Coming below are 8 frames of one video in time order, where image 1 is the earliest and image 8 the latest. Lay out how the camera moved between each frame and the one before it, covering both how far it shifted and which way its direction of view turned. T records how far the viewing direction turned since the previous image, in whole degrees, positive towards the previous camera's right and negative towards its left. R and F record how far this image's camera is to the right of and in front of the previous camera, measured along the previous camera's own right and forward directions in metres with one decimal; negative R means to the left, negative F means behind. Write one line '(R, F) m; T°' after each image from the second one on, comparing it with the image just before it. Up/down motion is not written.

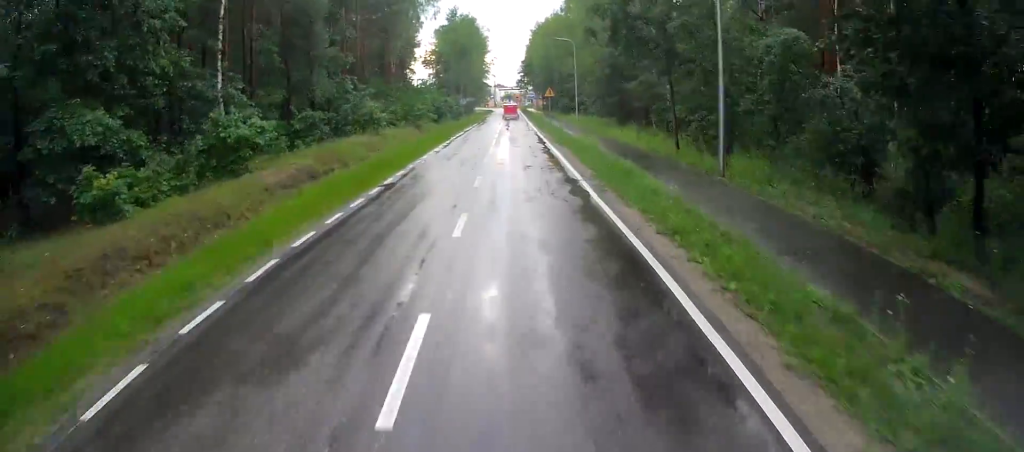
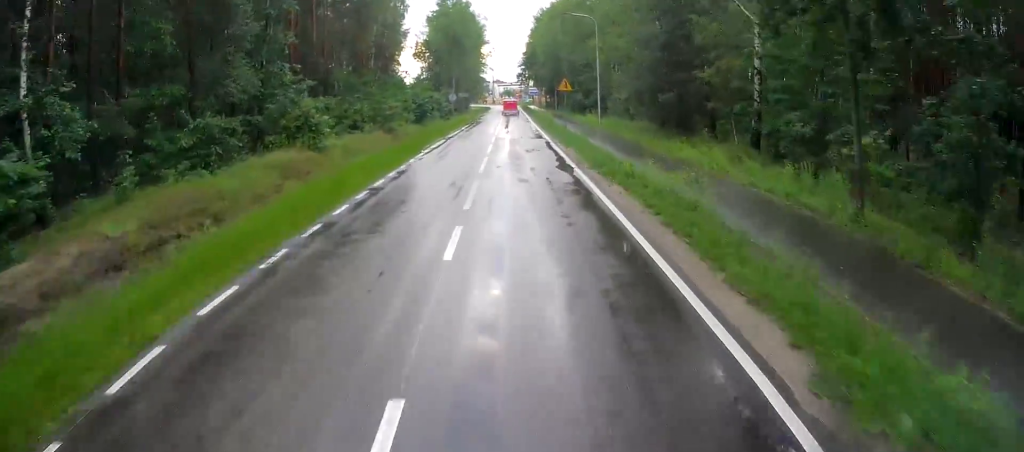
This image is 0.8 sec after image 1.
(-0.1, +13.7) m; -1°
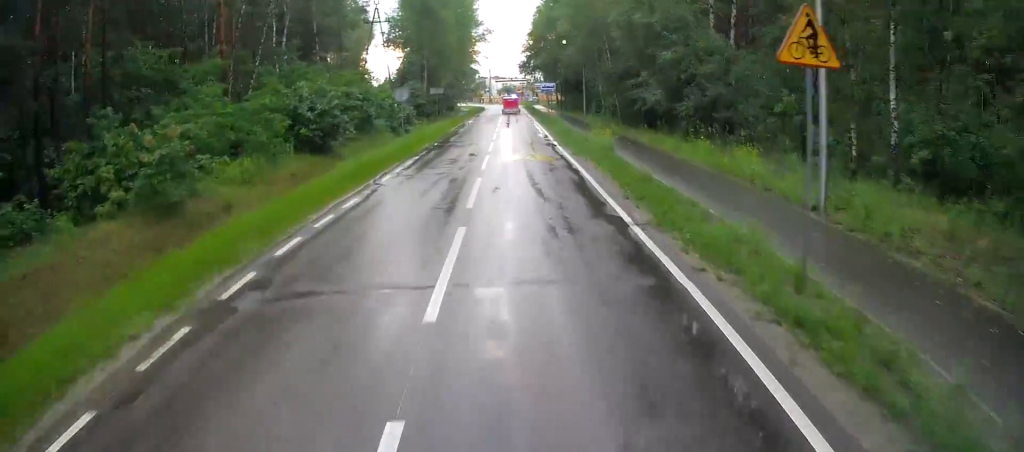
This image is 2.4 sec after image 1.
(-1.0, +29.6) m; -1°
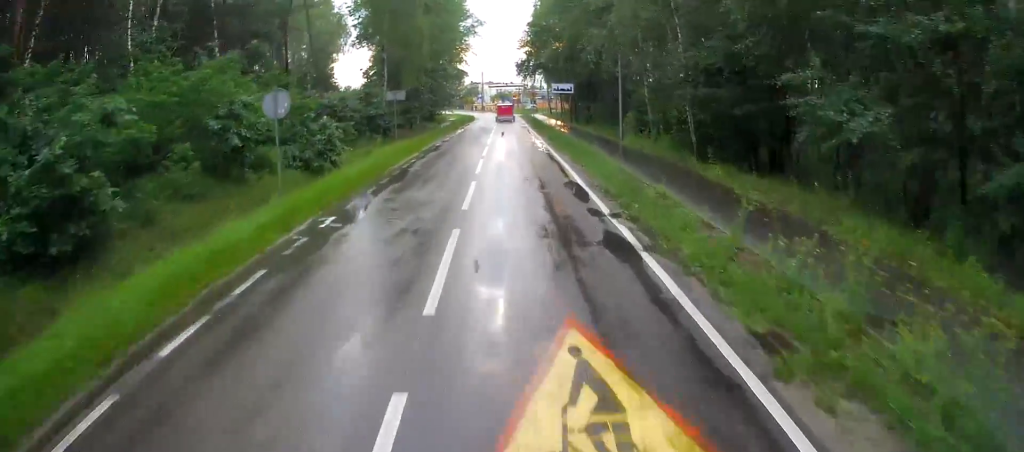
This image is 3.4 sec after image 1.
(+0.4, +17.5) m; +1°
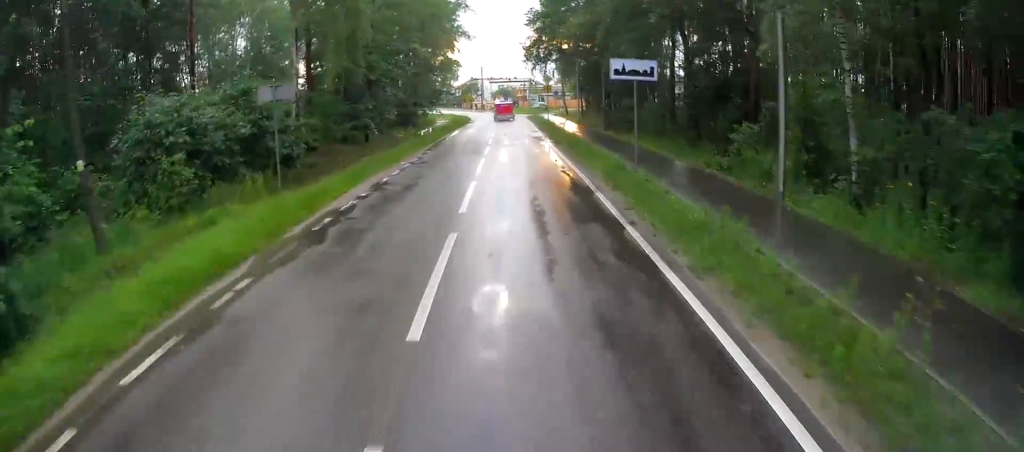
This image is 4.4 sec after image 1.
(0.0, +18.9) m; -1°
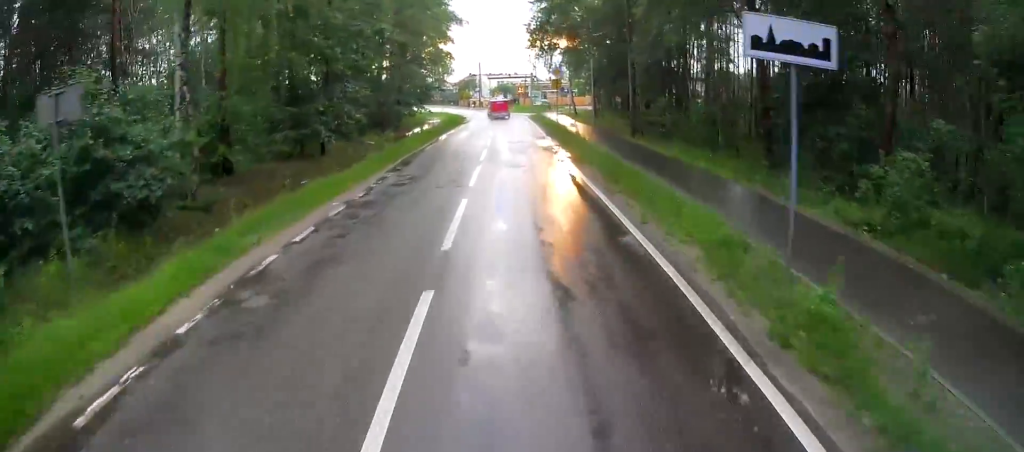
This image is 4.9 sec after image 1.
(-0.2, +9.2) m; -1°
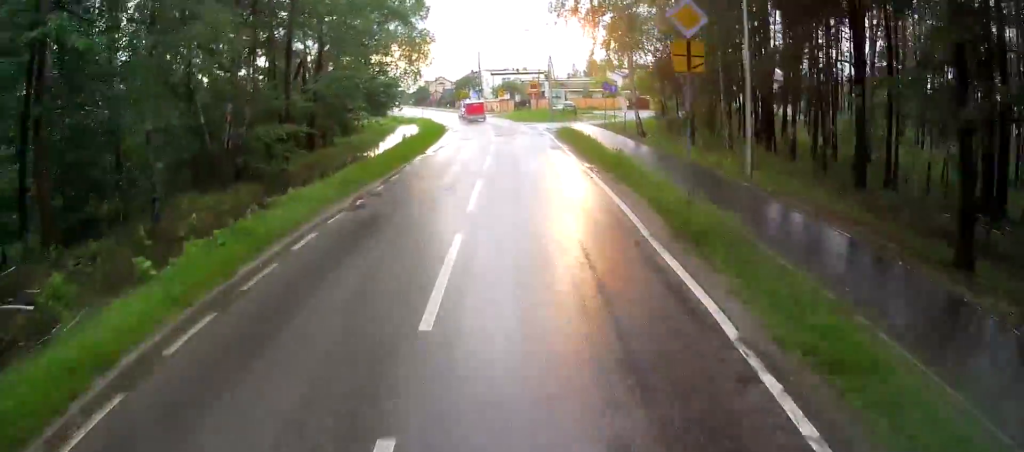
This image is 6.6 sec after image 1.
(-0.4, +28.2) m; +1°
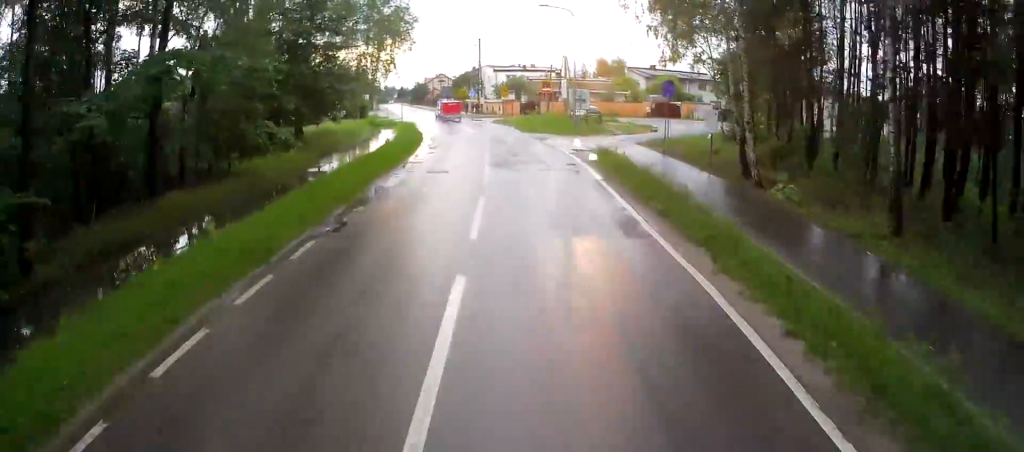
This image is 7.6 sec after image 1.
(+0.5, +15.3) m; +2°
